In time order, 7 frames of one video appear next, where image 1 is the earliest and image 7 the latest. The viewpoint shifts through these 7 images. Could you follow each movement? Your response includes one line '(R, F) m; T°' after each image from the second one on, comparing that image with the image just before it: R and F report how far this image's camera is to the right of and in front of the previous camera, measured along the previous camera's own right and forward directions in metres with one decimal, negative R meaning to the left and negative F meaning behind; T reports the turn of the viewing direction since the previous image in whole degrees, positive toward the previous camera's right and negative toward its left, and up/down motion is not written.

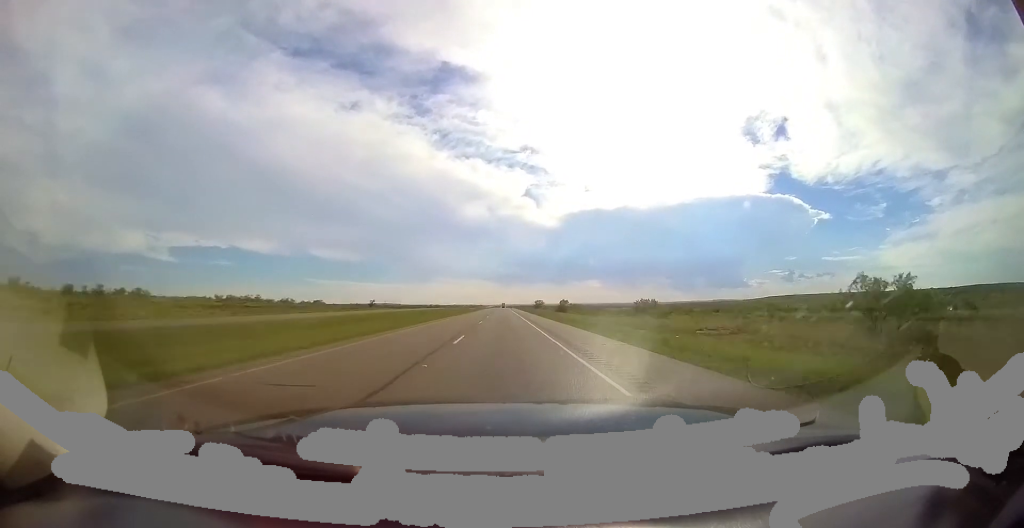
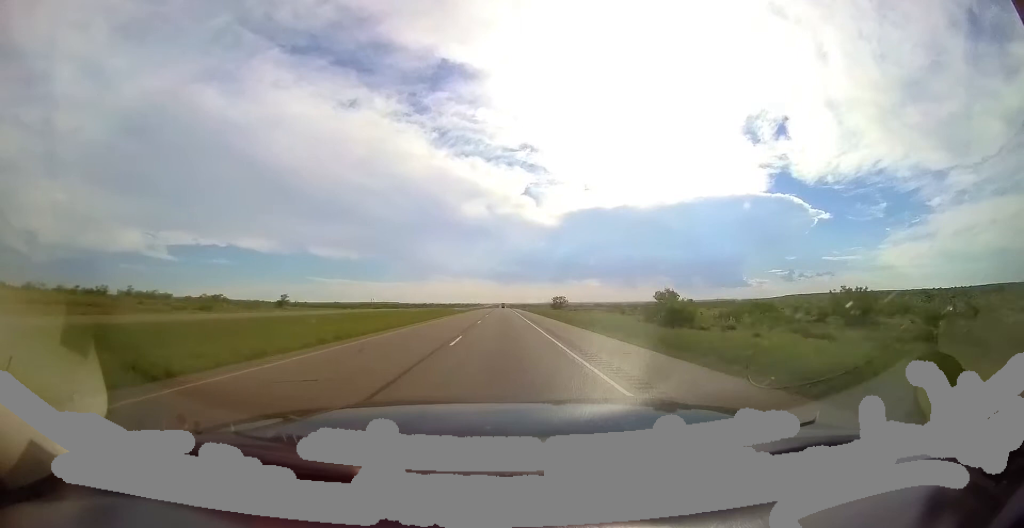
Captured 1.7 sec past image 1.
(+0.2, +61.4) m; 0°
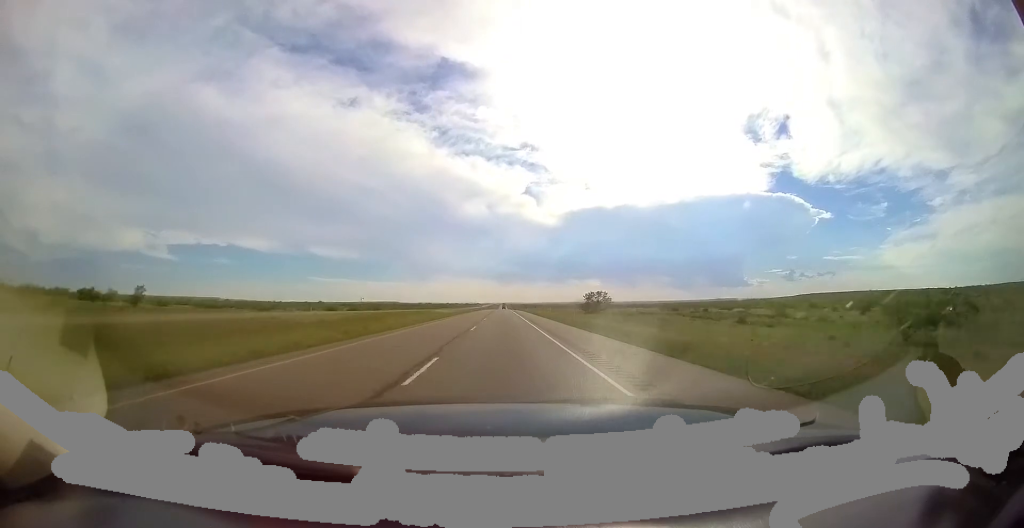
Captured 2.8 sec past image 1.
(+0.1, +41.8) m; 0°
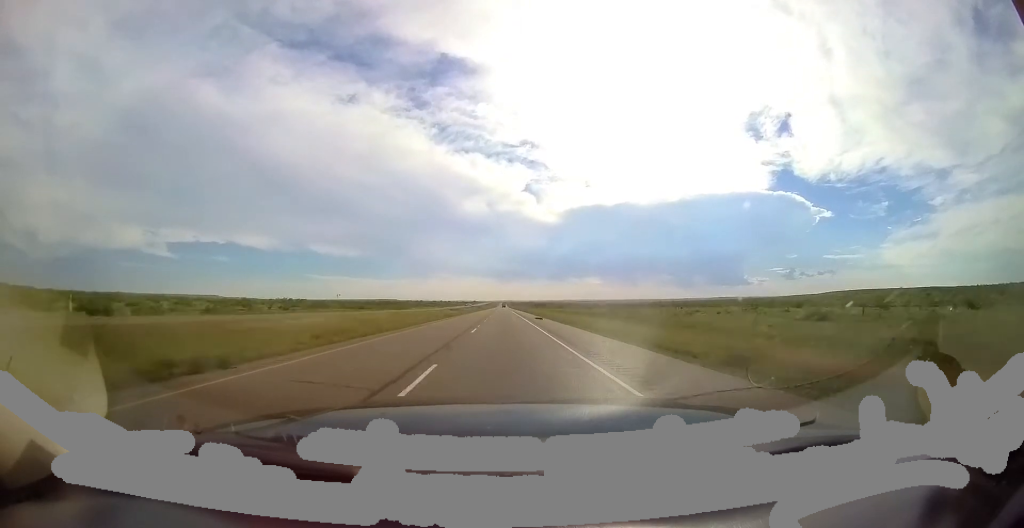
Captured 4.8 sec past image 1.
(-0.5, +73.6) m; 0°
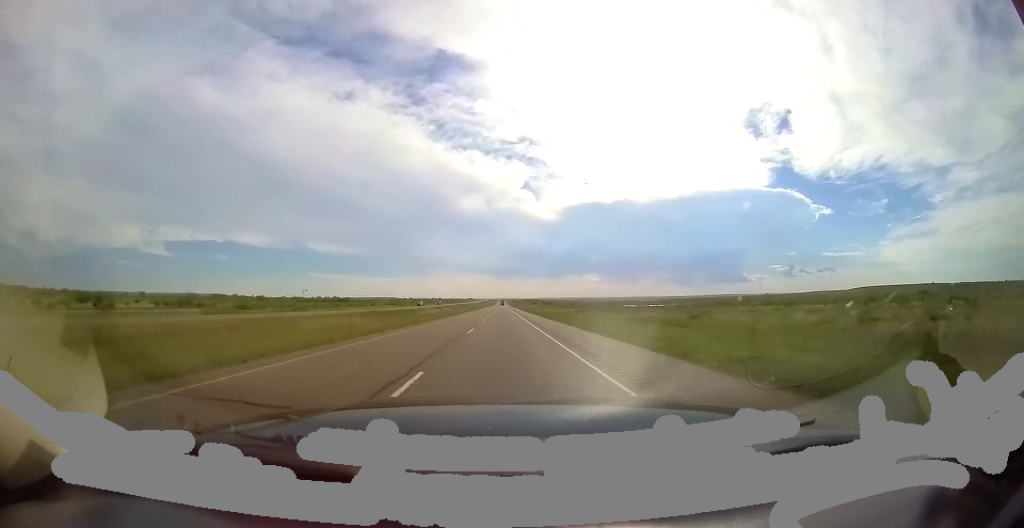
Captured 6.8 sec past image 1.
(+0.5, +73.5) m; 0°
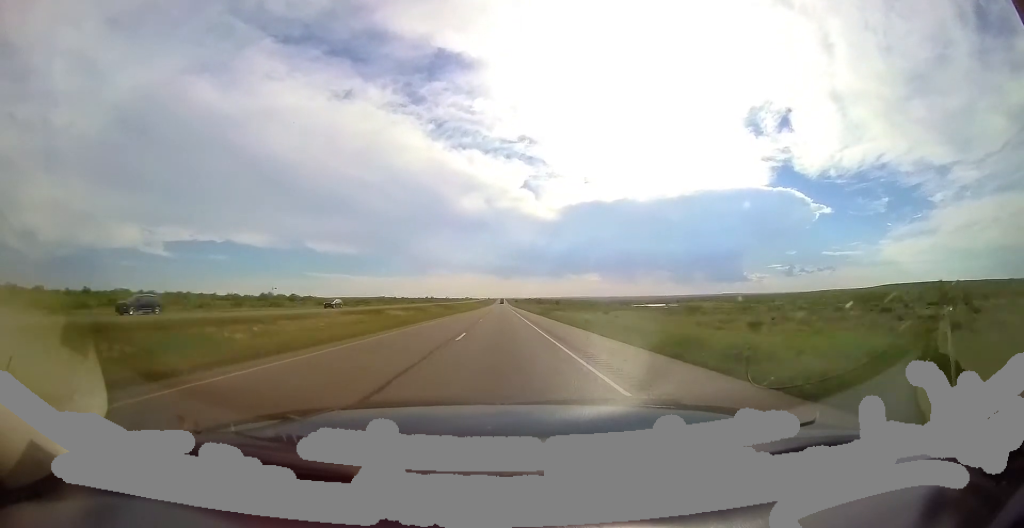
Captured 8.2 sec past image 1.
(-0.1, +51.4) m; 0°
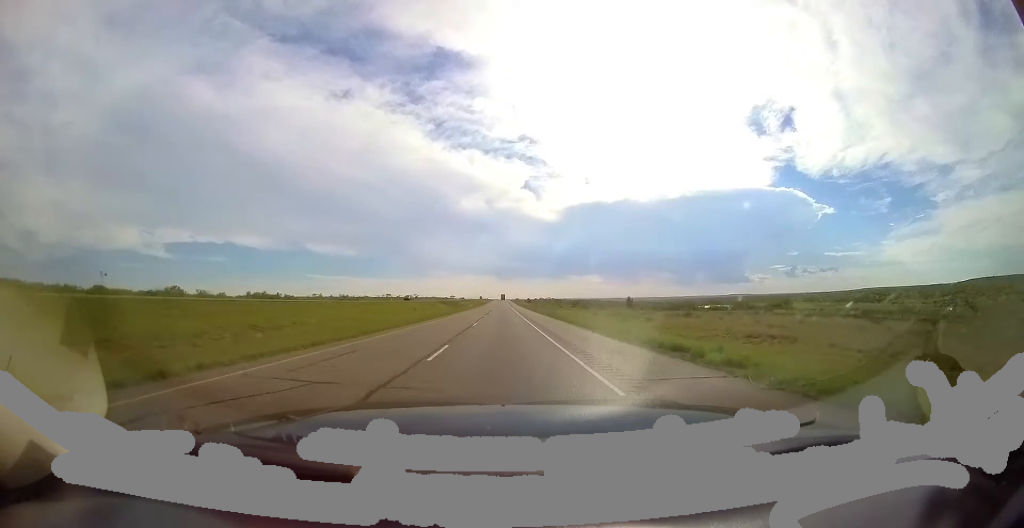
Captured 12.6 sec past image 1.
(+0.2, +161.2) m; 0°
